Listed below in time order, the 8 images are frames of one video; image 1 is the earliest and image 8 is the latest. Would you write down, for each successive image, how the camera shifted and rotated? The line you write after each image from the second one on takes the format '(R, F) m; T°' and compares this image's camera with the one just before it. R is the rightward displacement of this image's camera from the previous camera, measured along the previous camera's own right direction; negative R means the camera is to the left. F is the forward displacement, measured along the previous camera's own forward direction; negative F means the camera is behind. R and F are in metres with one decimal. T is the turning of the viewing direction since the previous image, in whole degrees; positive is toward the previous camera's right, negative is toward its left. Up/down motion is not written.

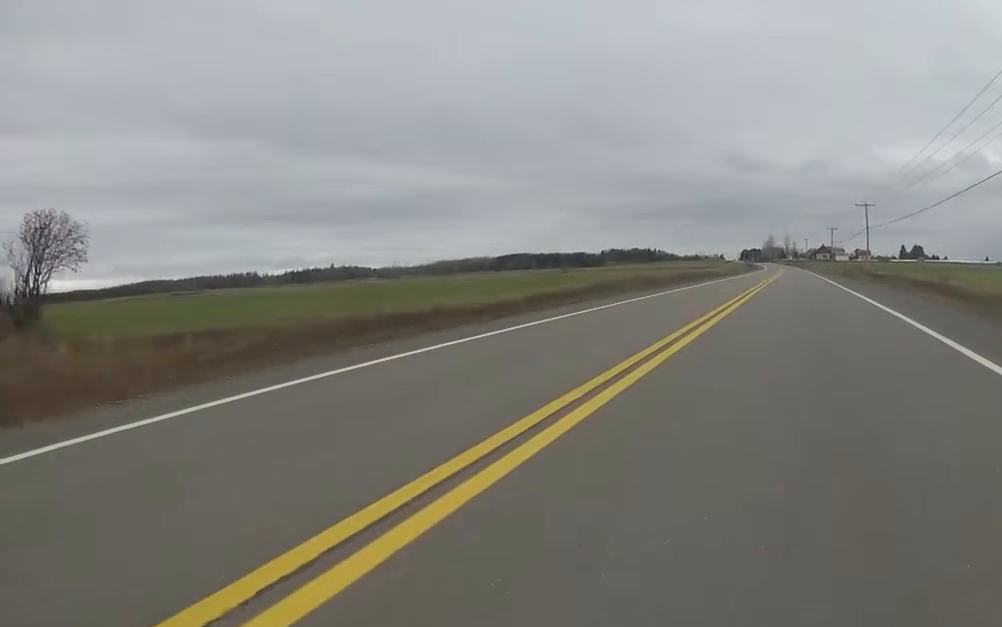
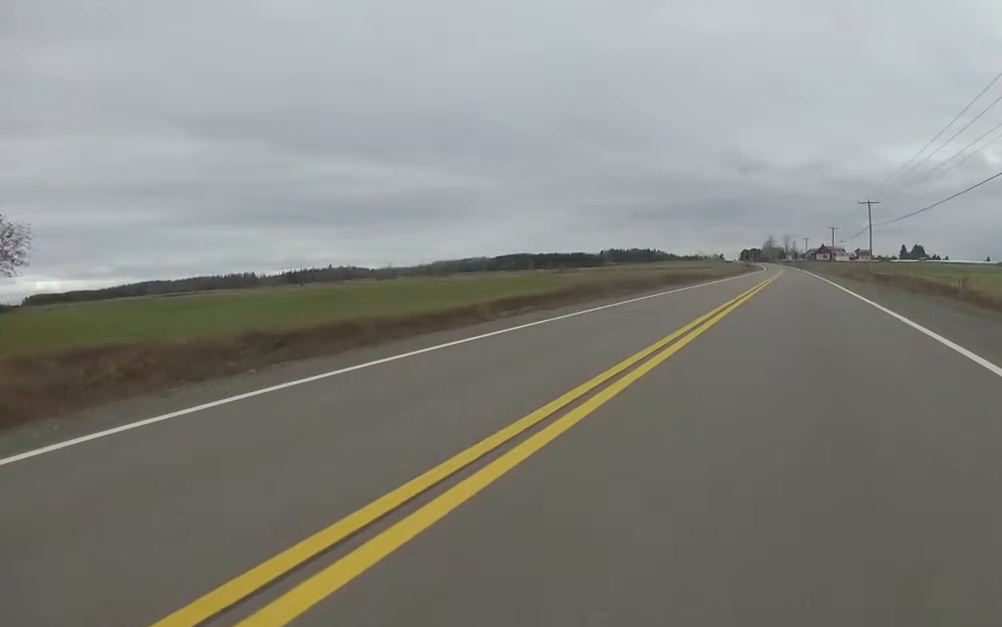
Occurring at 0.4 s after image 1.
(0.0, +3.2) m; 0°
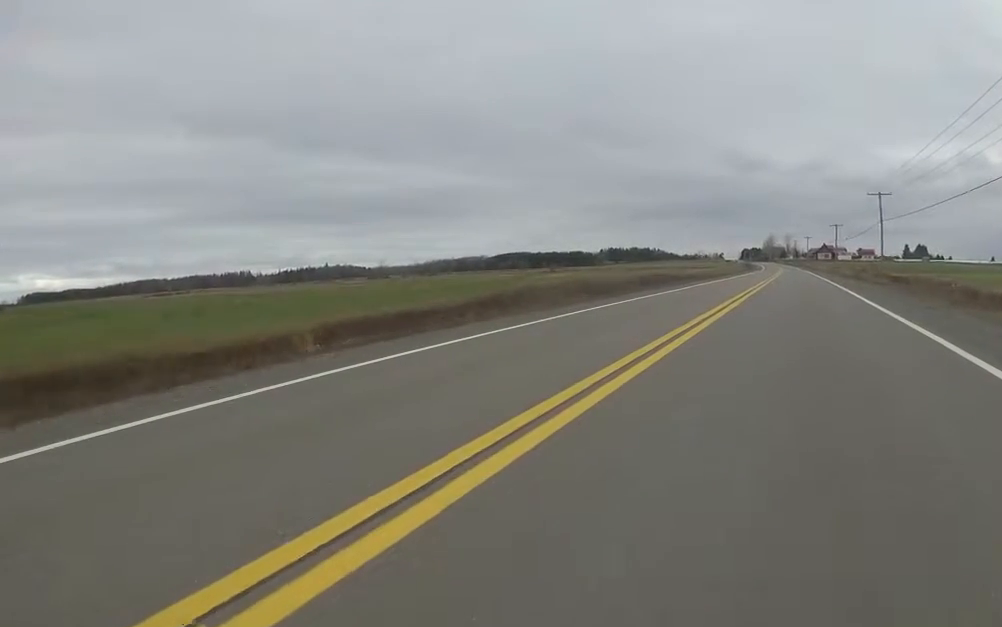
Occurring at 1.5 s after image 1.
(0.0, +7.9) m; 0°
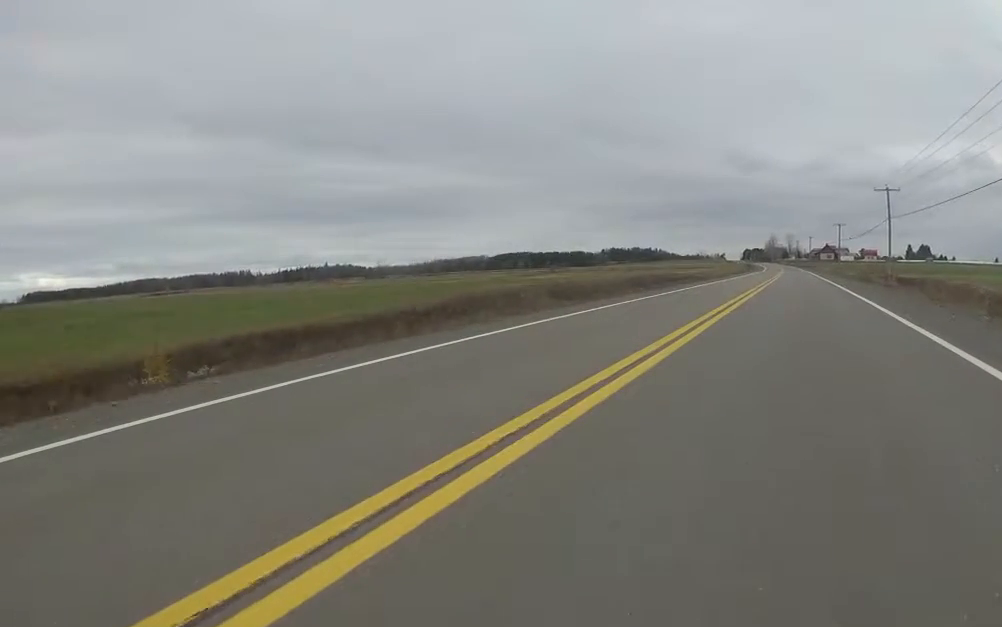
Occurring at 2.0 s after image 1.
(0.0, +3.7) m; 0°
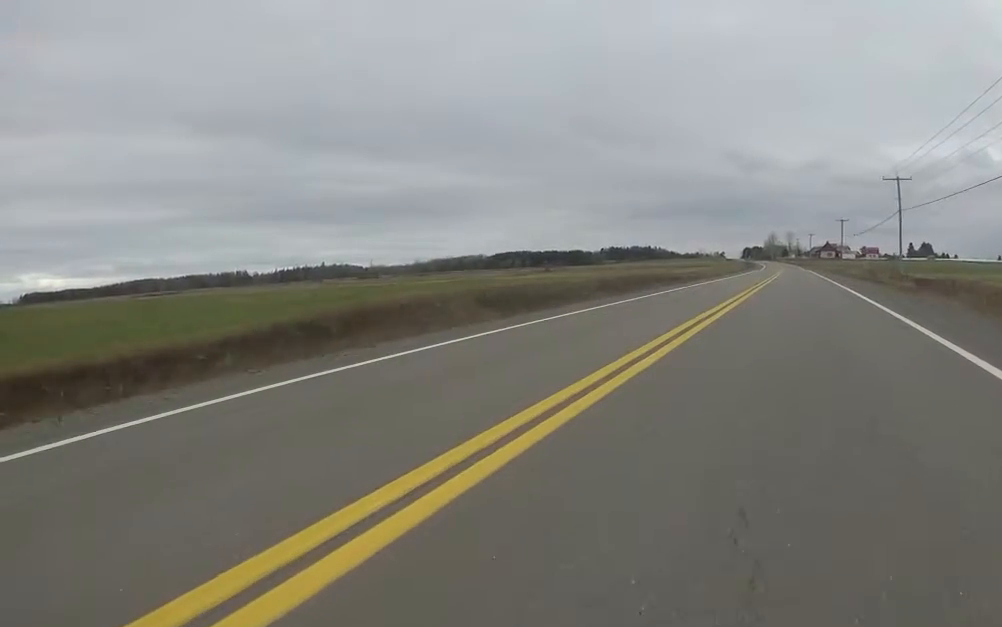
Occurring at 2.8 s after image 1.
(0.0, +5.7) m; 0°
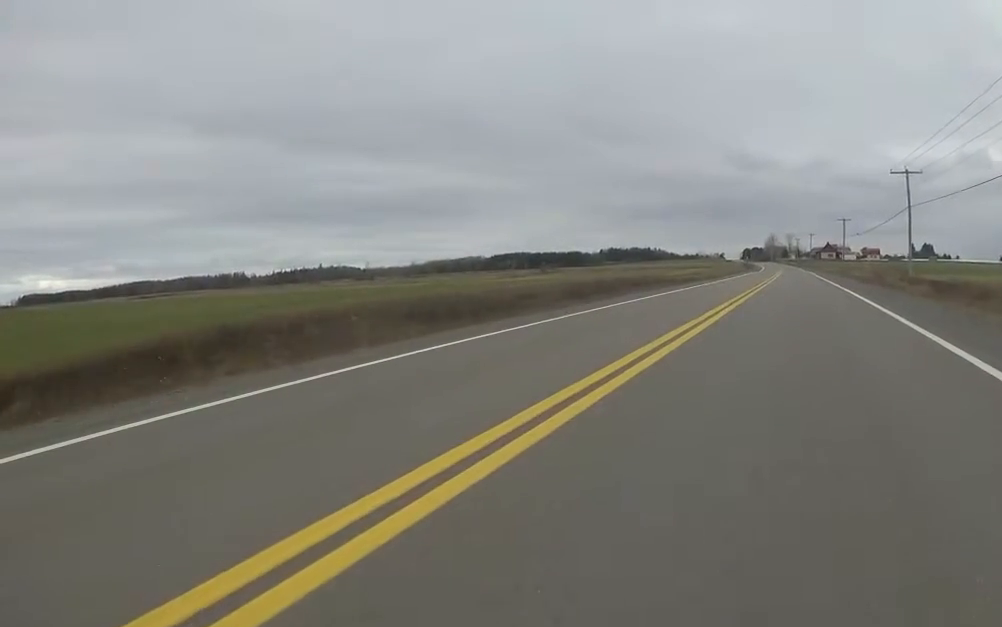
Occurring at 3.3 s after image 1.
(0.0, +4.2) m; 0°
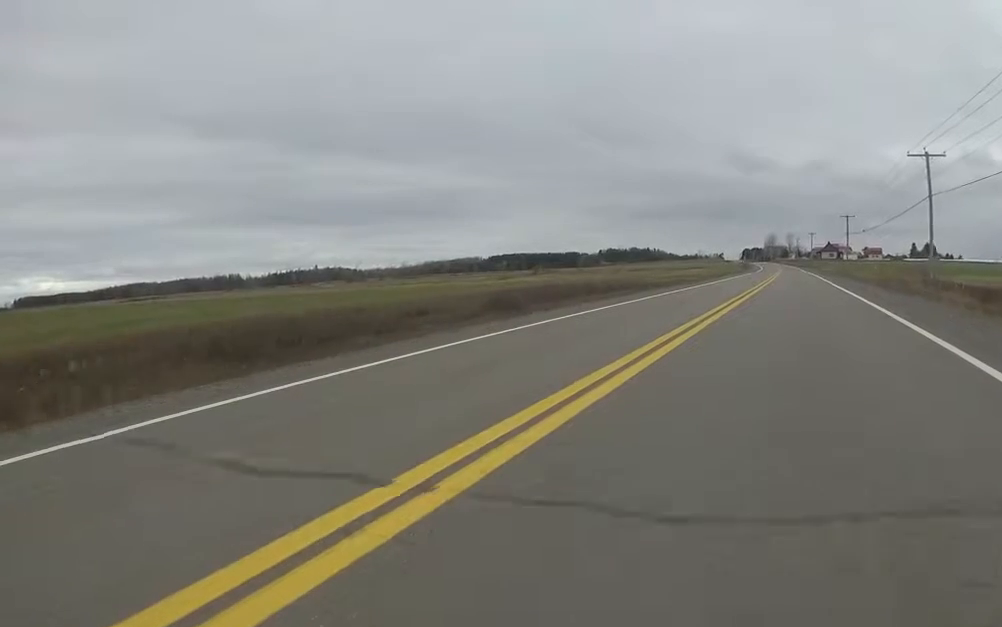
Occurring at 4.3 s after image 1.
(0.0, +7.2) m; 0°
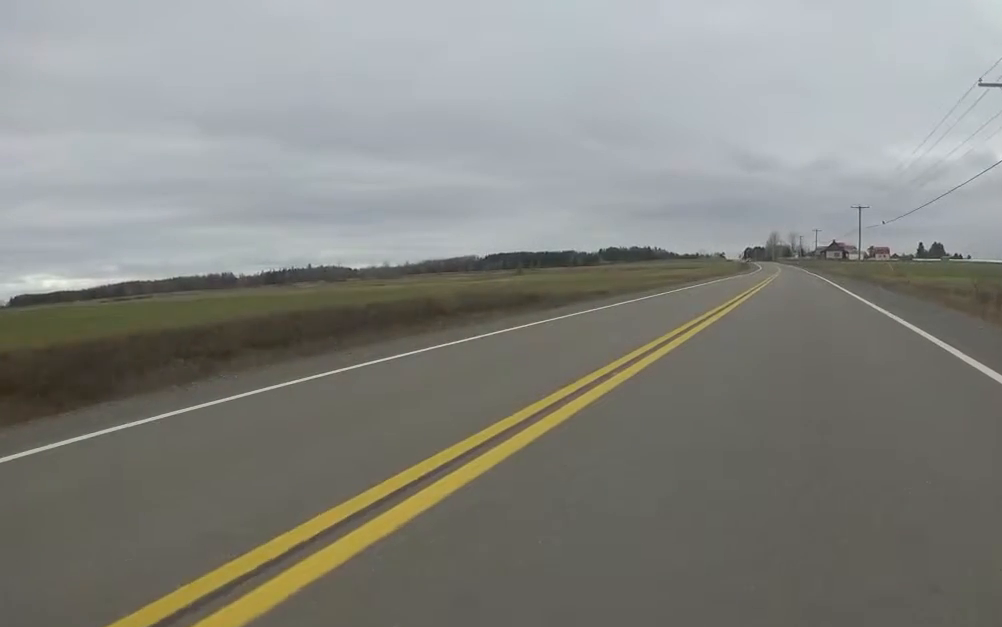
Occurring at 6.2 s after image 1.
(0.0, +14.4) m; 0°
